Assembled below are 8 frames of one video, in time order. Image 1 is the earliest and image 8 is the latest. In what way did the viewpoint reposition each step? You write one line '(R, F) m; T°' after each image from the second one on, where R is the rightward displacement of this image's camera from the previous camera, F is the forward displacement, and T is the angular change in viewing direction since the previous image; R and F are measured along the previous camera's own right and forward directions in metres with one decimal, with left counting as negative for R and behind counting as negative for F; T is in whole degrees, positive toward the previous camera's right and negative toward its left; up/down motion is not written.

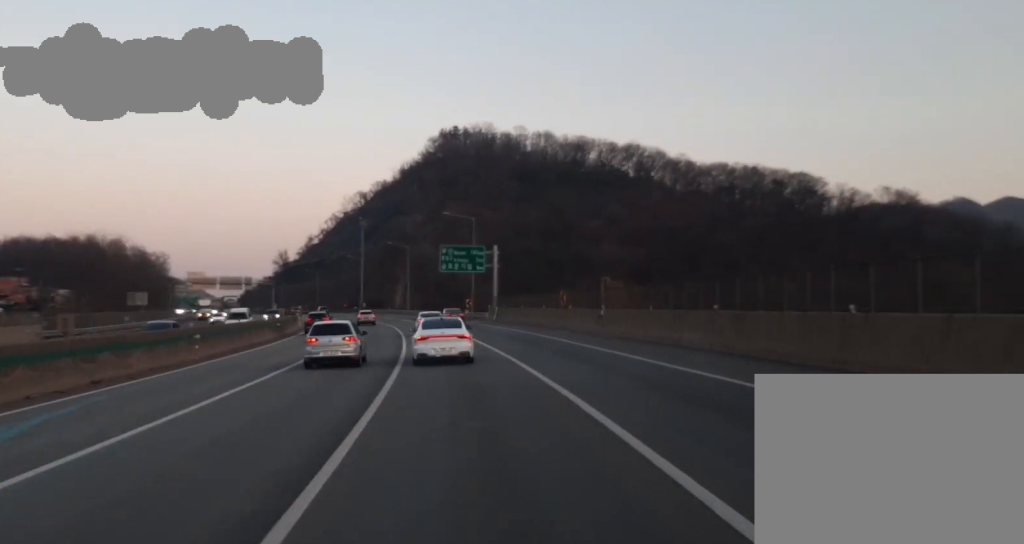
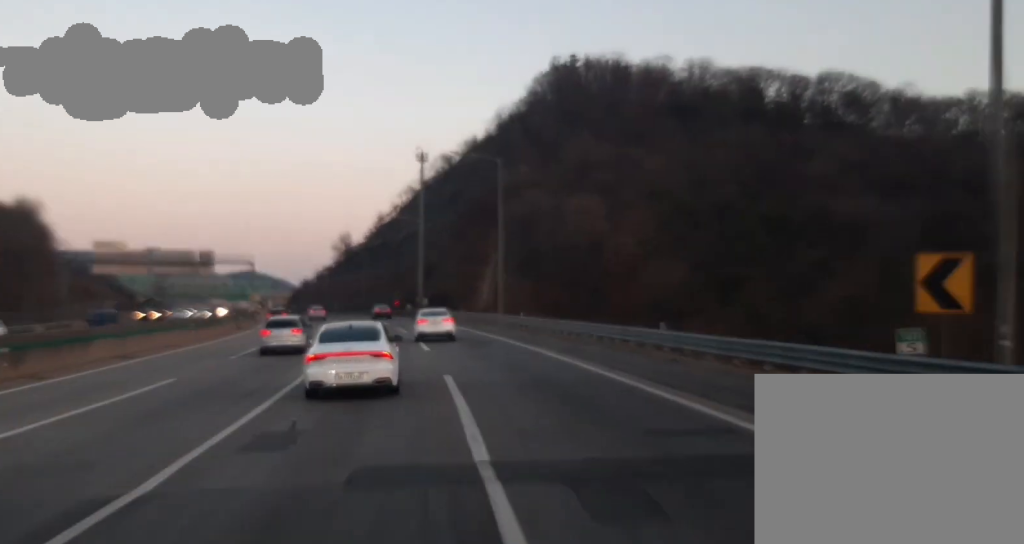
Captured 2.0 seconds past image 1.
(-8.7, +99.8) m; -8°
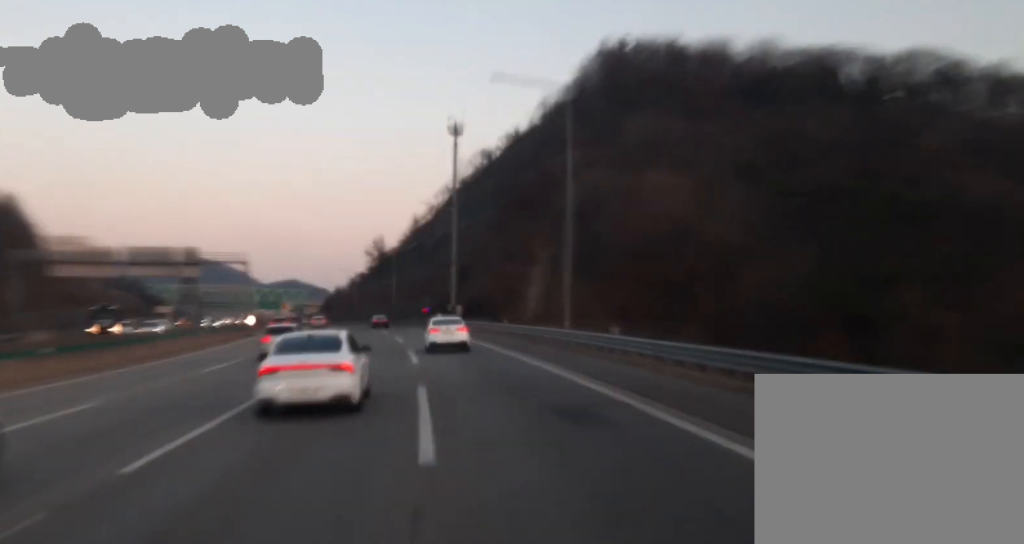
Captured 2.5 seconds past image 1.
(-0.1, +24.7) m; 0°
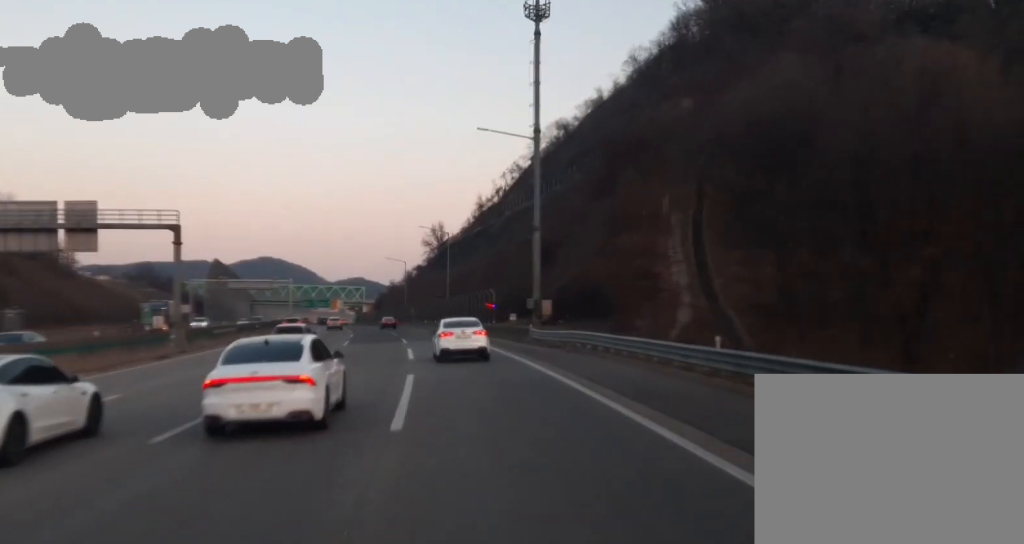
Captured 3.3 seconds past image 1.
(0.0, +39.3) m; -1°
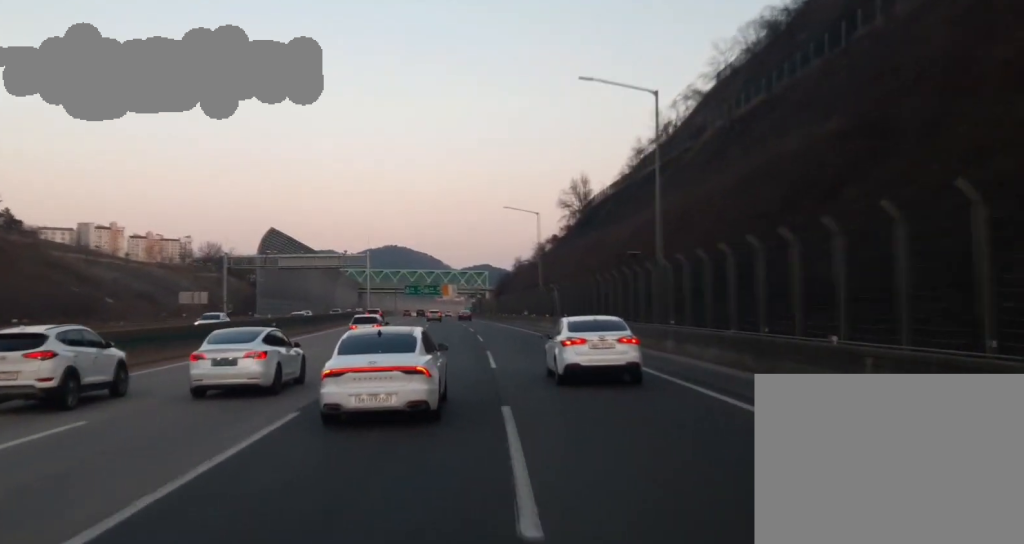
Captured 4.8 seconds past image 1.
(-5.2, +72.2) m; -8°
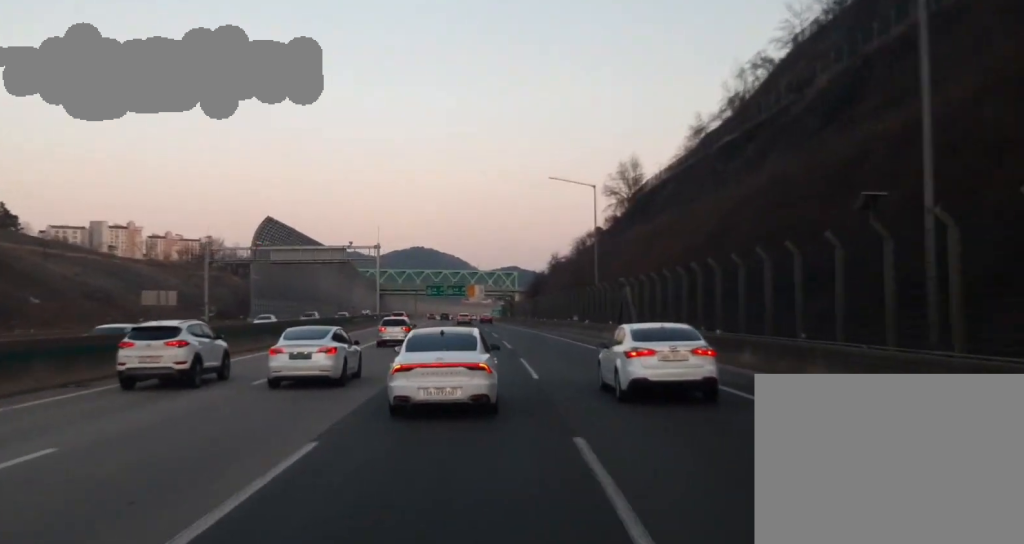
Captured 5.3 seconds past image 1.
(-0.6, +24.0) m; -2°
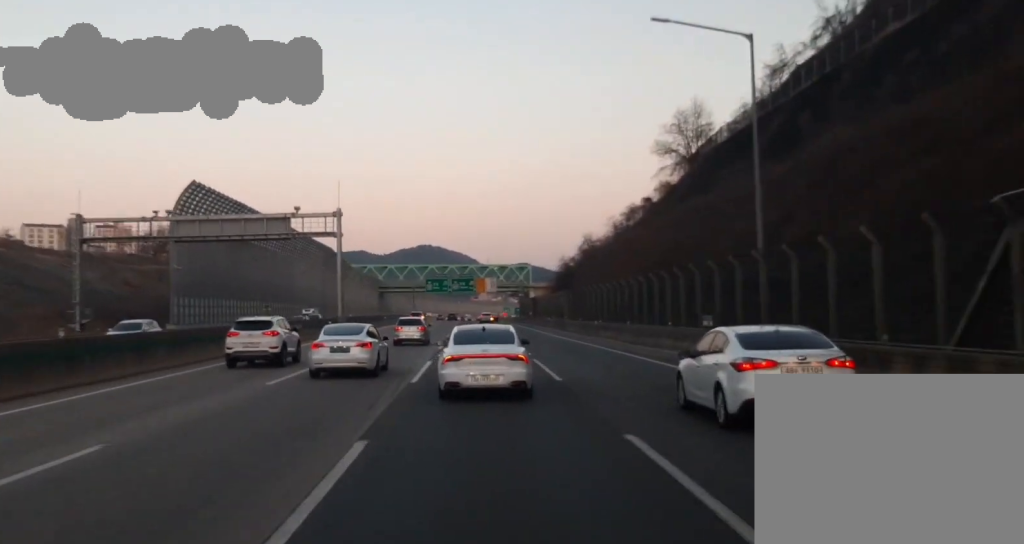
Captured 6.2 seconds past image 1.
(-0.1, +43.1) m; -2°
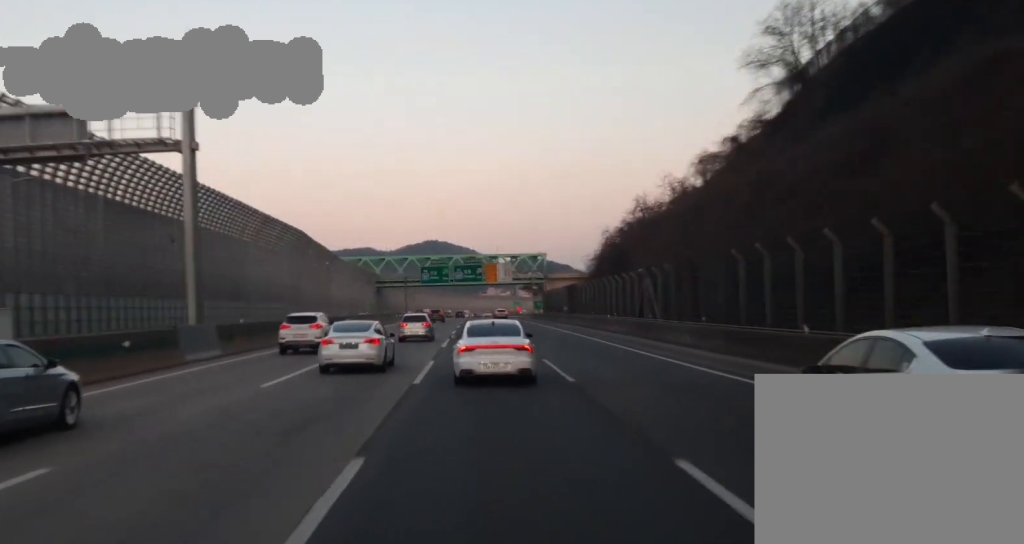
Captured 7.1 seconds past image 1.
(-1.2, +41.6) m; -2°
